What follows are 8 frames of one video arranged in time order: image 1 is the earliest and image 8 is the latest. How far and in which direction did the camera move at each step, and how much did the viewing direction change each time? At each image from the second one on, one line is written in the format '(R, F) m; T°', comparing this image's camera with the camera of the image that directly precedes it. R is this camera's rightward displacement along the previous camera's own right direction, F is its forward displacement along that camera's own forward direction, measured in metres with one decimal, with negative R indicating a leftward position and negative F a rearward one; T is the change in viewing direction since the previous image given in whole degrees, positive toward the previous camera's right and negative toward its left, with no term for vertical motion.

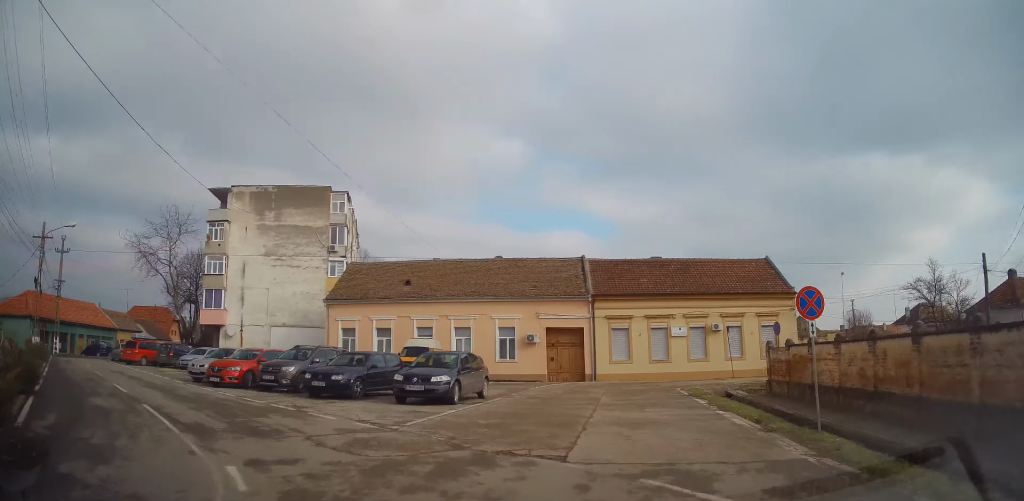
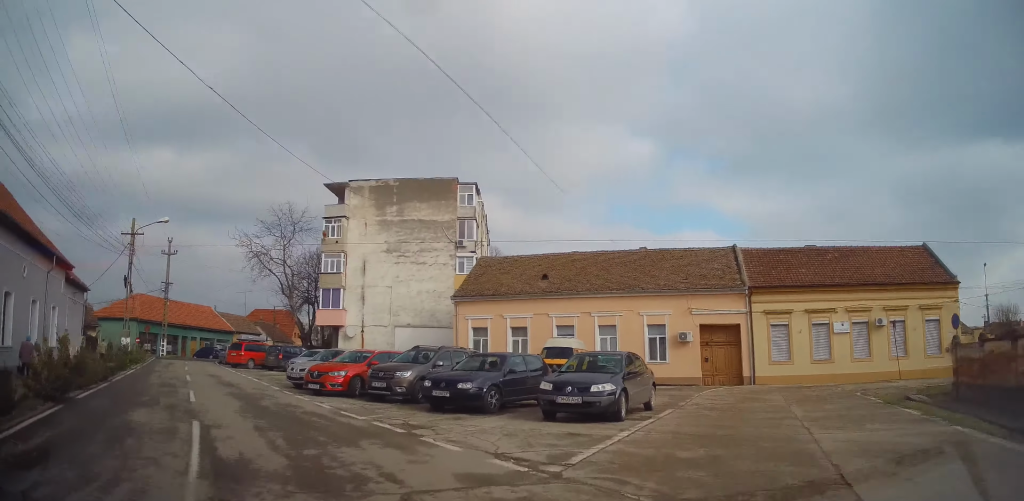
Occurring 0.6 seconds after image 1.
(-0.3, +3.9) m; -9°
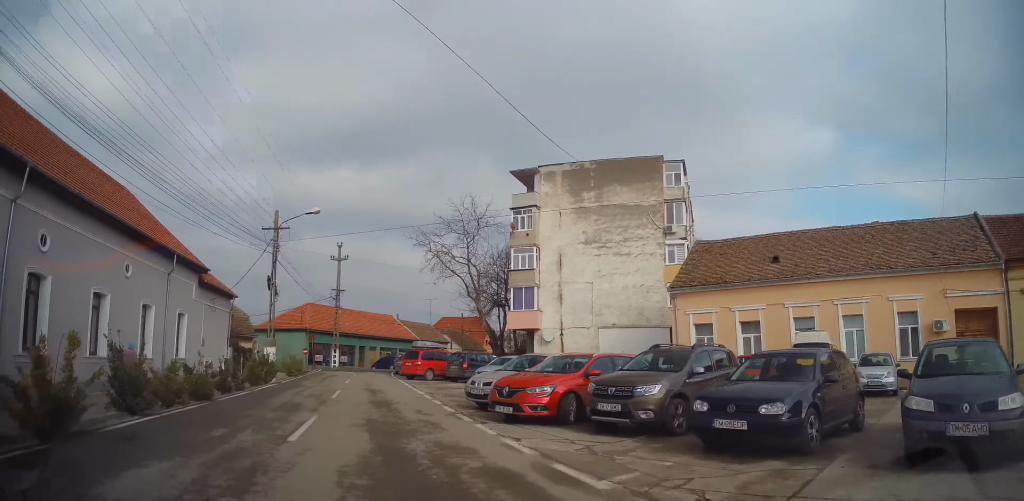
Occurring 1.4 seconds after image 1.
(-0.8, +5.6) m; -17°
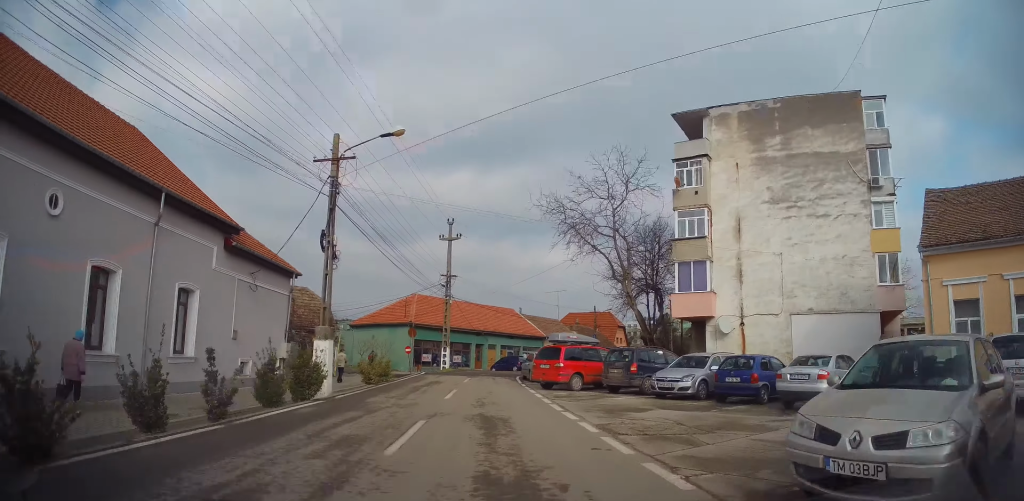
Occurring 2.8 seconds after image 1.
(-2.1, +9.0) m; -19°
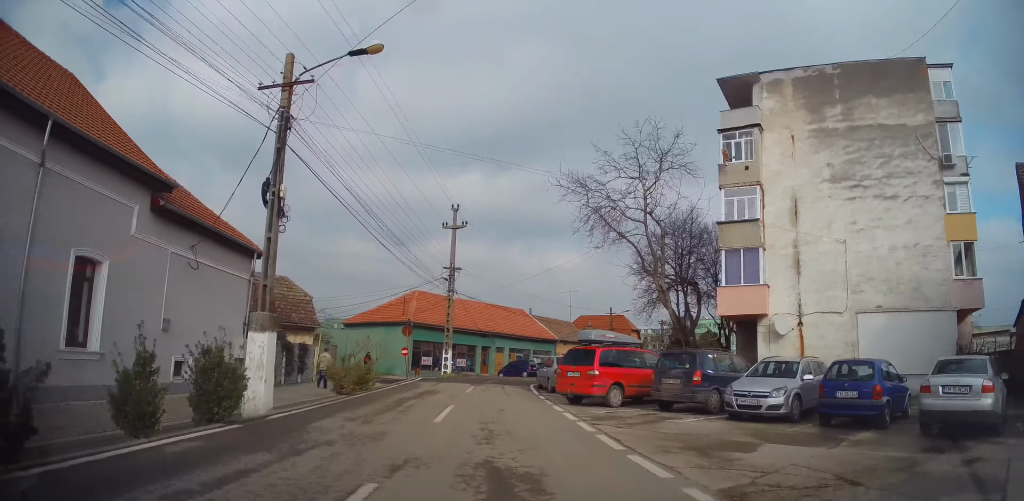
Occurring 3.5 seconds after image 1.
(-0.2, +4.6) m; -4°
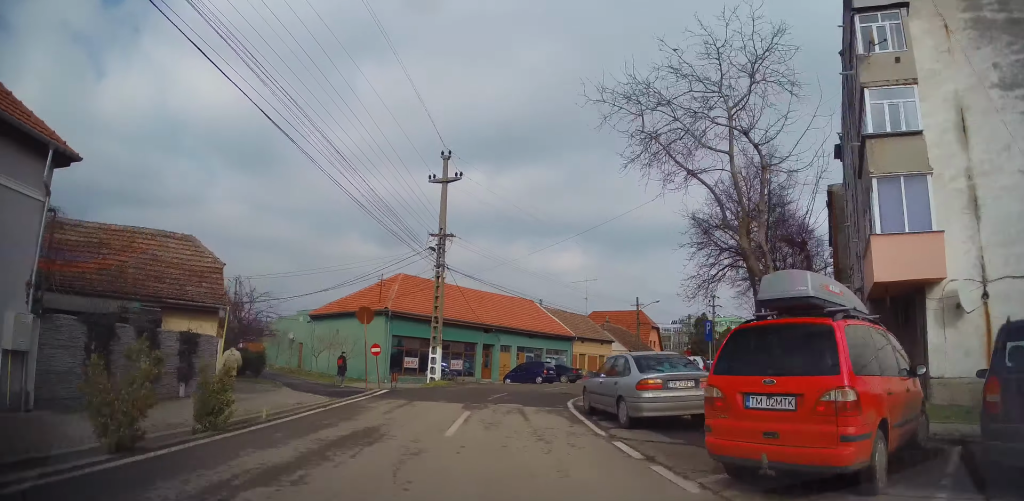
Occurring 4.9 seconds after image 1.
(-0.4, +9.9) m; -2°
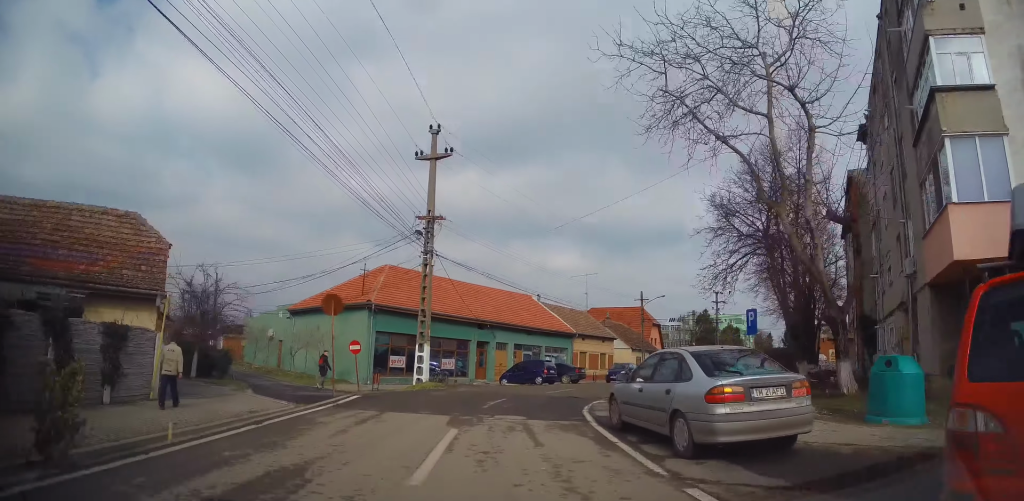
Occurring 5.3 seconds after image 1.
(0.0, +3.2) m; 0°
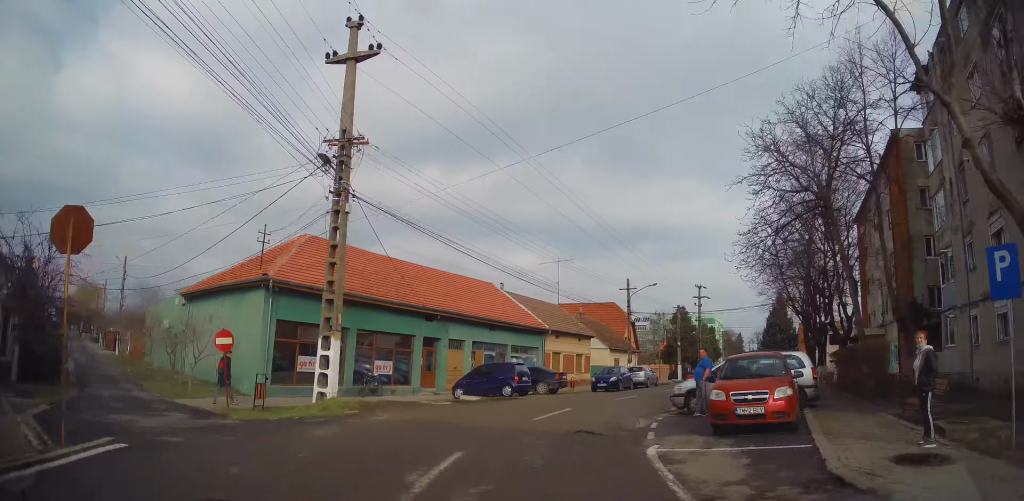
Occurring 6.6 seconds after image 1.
(+0.3, +8.9) m; +4°
